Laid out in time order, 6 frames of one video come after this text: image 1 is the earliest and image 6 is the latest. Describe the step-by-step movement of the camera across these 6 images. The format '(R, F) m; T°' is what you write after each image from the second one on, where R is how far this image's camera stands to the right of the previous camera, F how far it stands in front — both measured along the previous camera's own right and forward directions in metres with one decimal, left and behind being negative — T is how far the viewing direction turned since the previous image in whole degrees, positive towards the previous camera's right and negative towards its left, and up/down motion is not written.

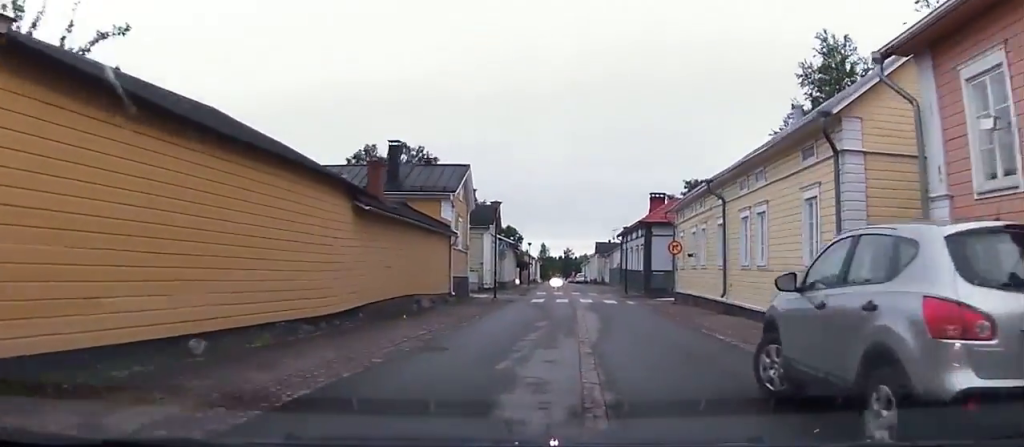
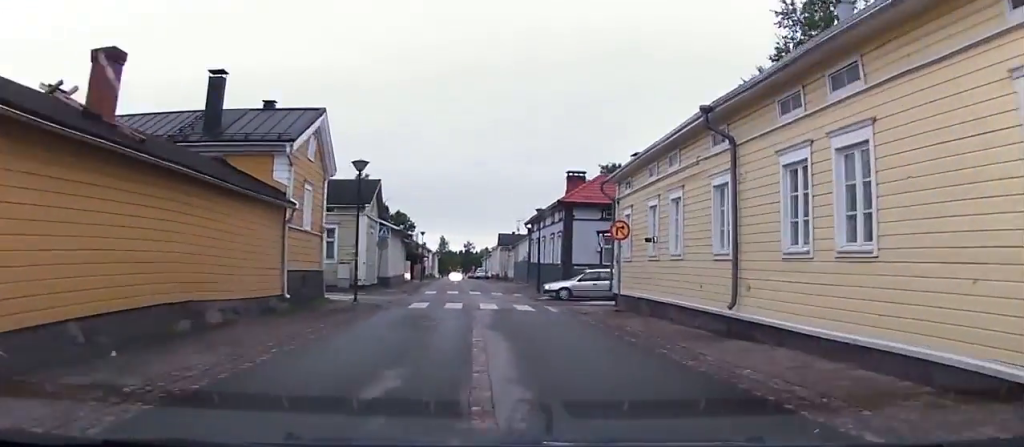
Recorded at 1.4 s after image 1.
(+0.9, +8.8) m; +5°
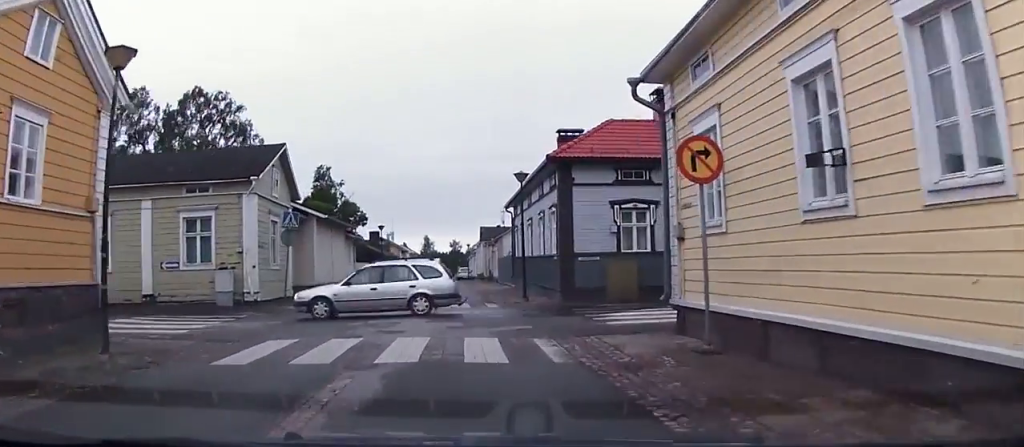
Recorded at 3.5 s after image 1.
(+0.5, +11.9) m; +3°
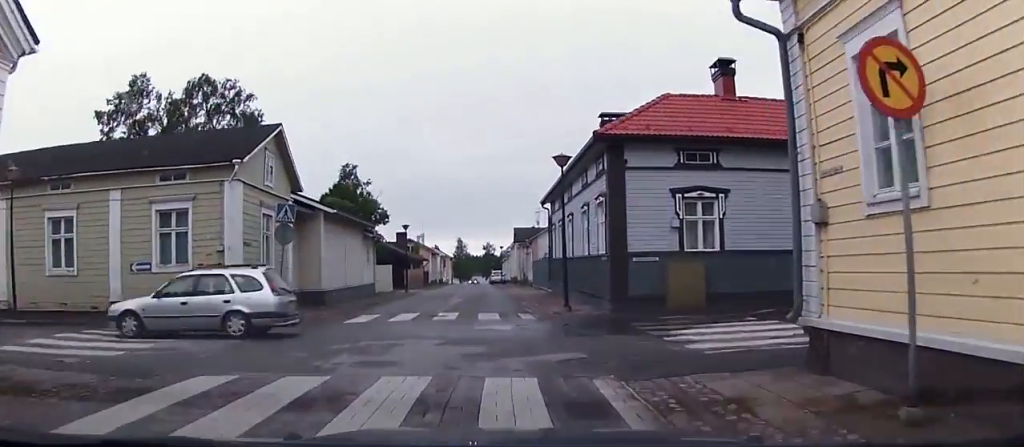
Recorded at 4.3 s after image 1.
(0.0, +4.6) m; 0°
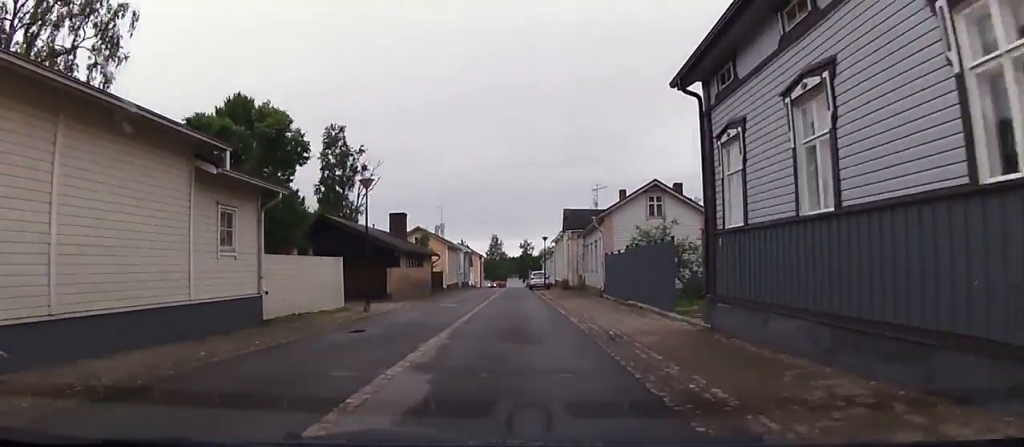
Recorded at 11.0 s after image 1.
(-2.9, +64.4) m; -4°
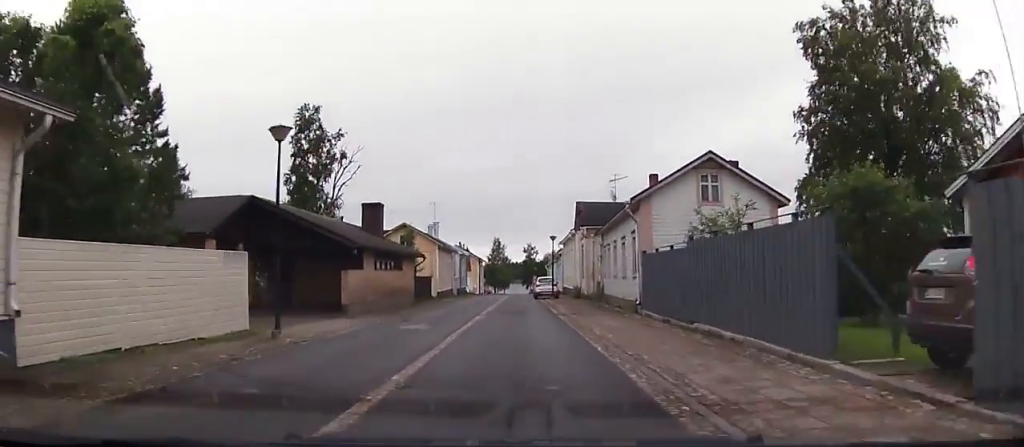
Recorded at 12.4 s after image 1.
(0.0, +21.9) m; 0°
